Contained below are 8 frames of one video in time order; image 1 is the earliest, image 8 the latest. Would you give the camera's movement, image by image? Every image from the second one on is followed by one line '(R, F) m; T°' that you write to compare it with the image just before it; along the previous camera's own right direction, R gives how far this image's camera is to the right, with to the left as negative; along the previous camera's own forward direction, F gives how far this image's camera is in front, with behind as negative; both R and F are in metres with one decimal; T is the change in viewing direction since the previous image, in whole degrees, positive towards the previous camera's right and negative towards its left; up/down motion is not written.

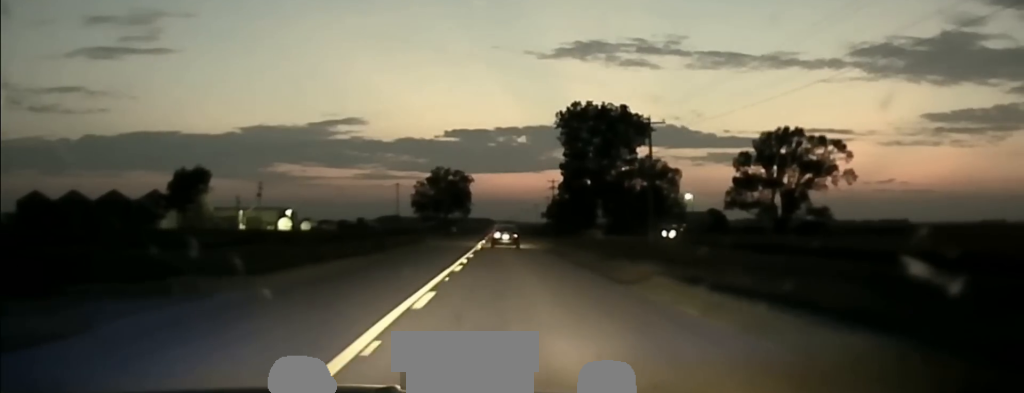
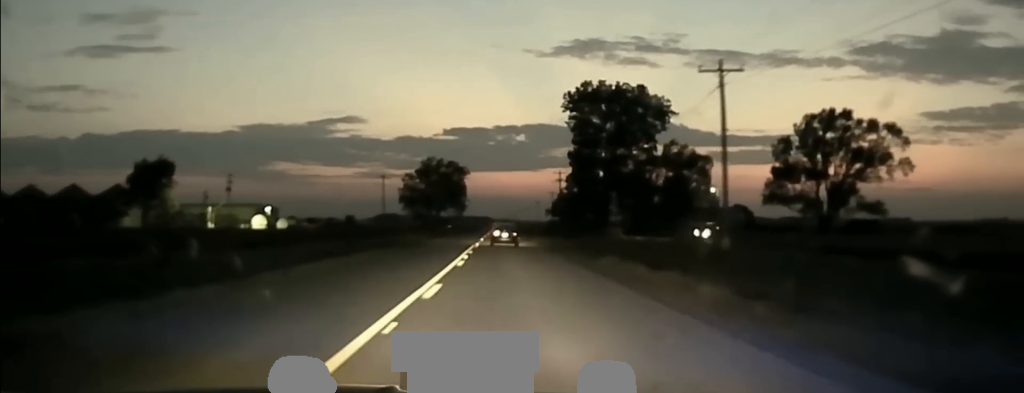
(+0.1, +22.5) m; 0°
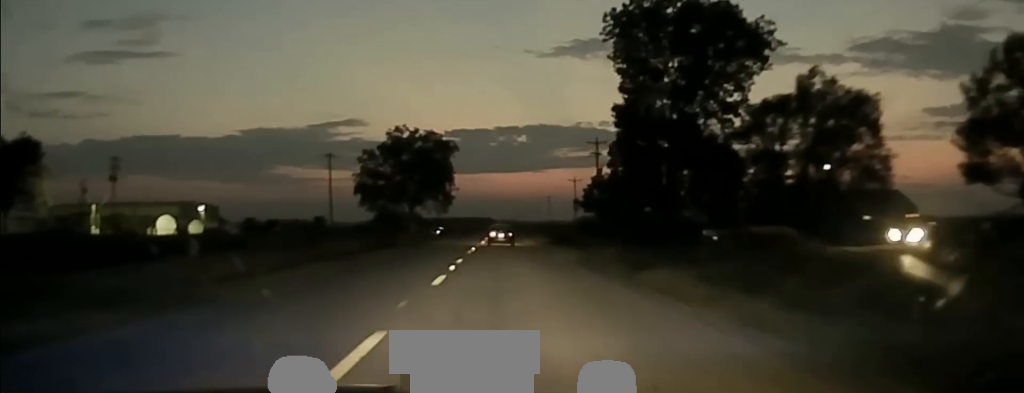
(-0.1, +57.5) m; 0°
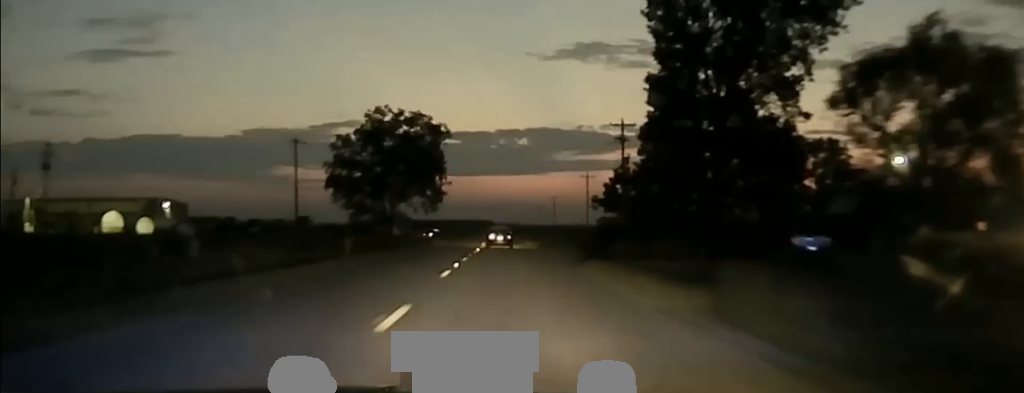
(0.0, +22.5) m; 0°
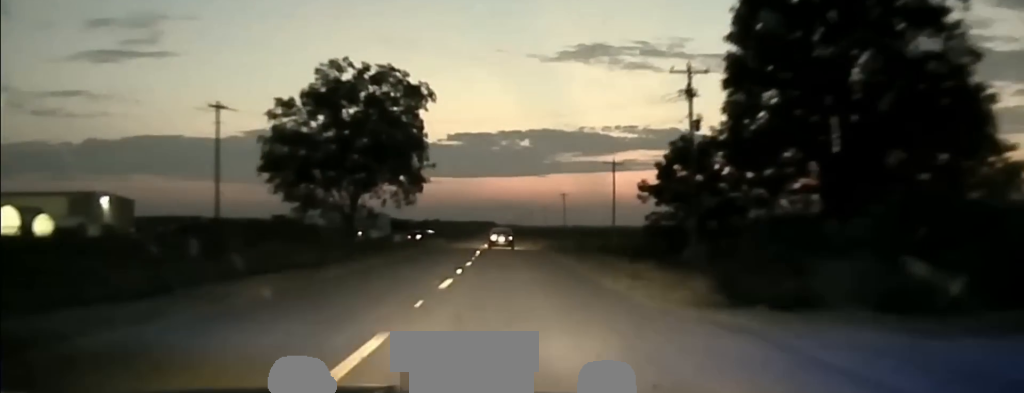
(0.0, +34.0) m; 0°
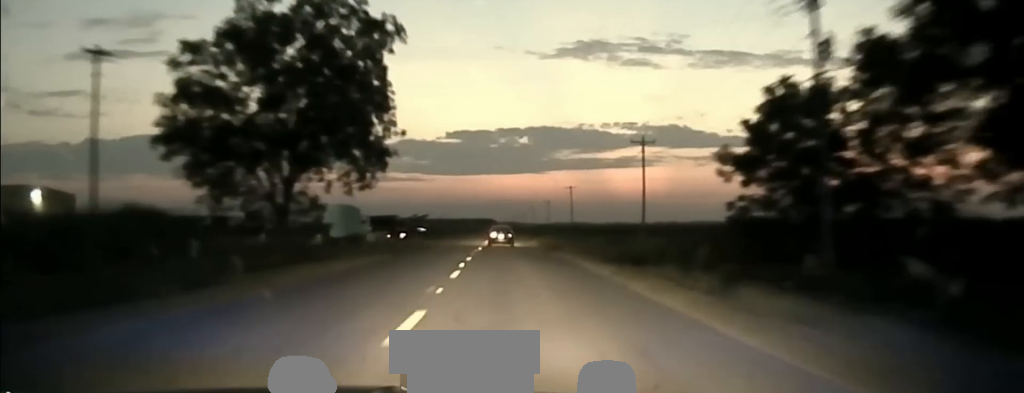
(0.0, +25.7) m; 0°
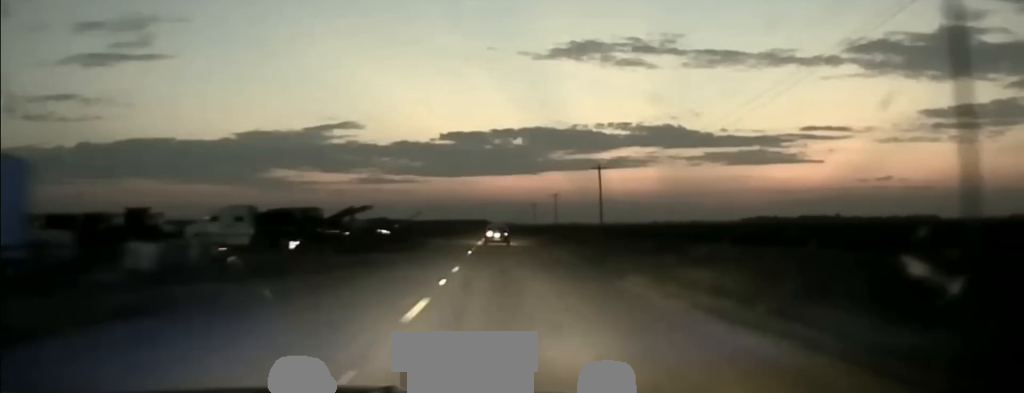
(-0.1, +61.6) m; 0°
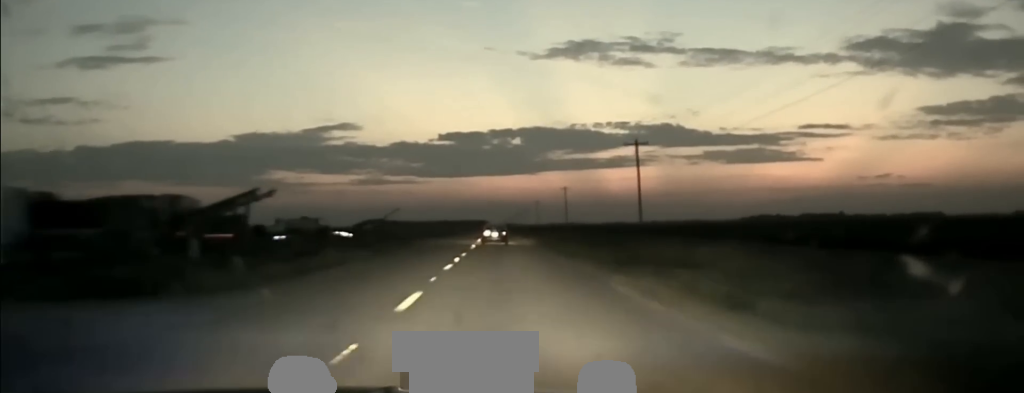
(+0.1, +31.1) m; 0°
